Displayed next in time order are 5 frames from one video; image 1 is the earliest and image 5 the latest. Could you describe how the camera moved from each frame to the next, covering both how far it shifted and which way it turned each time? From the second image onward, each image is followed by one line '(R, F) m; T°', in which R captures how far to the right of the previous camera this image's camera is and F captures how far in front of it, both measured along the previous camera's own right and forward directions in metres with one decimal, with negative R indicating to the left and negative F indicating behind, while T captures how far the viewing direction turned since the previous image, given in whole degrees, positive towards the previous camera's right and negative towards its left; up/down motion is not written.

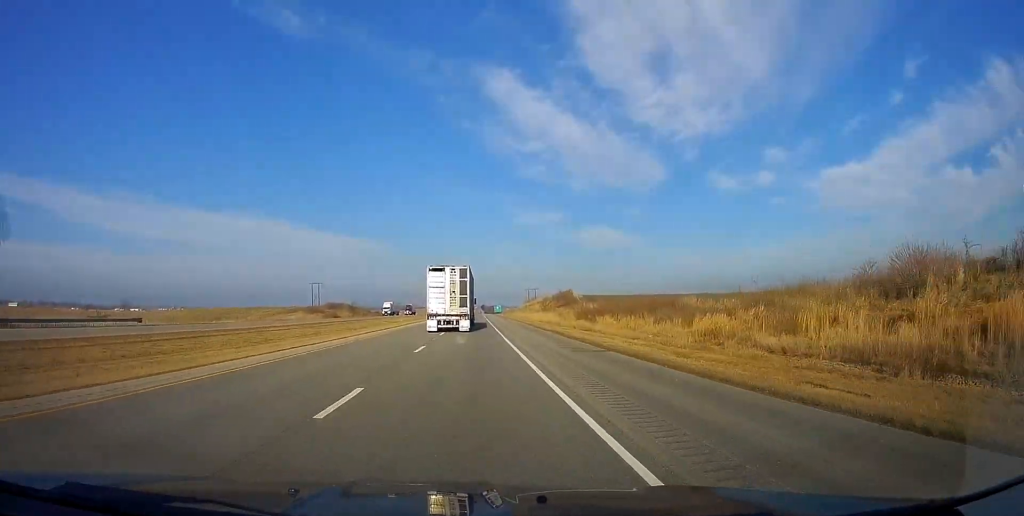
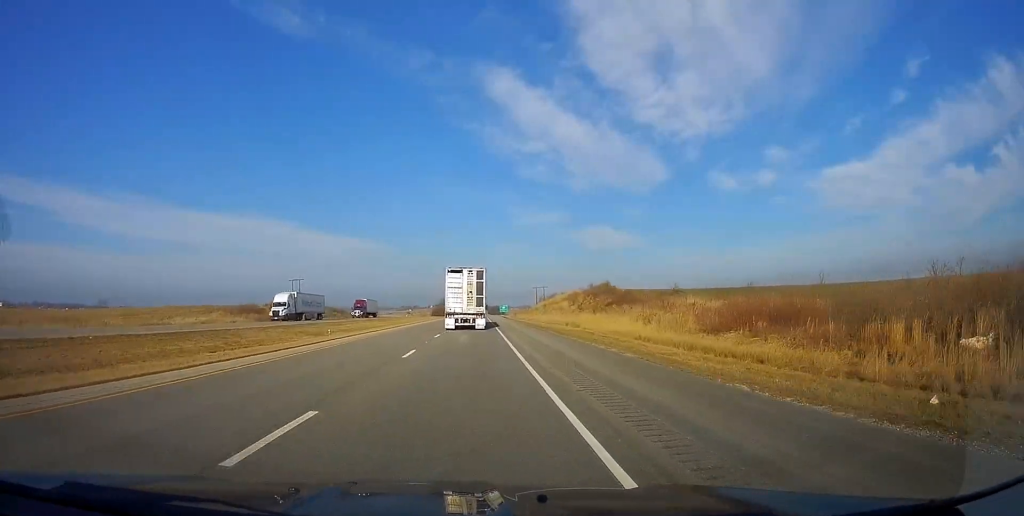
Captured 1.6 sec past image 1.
(+0.3, +53.6) m; 0°
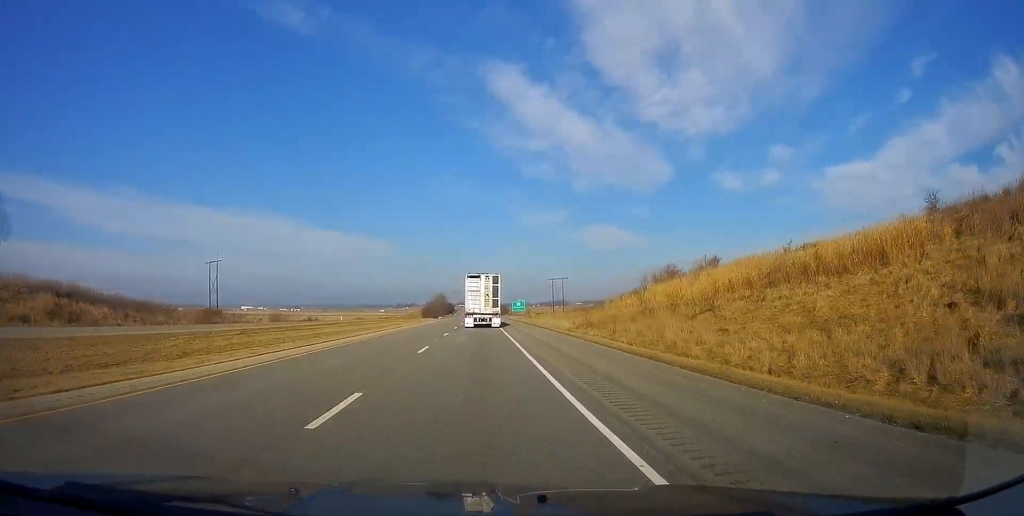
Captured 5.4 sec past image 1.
(-1.2, +124.7) m; -1°
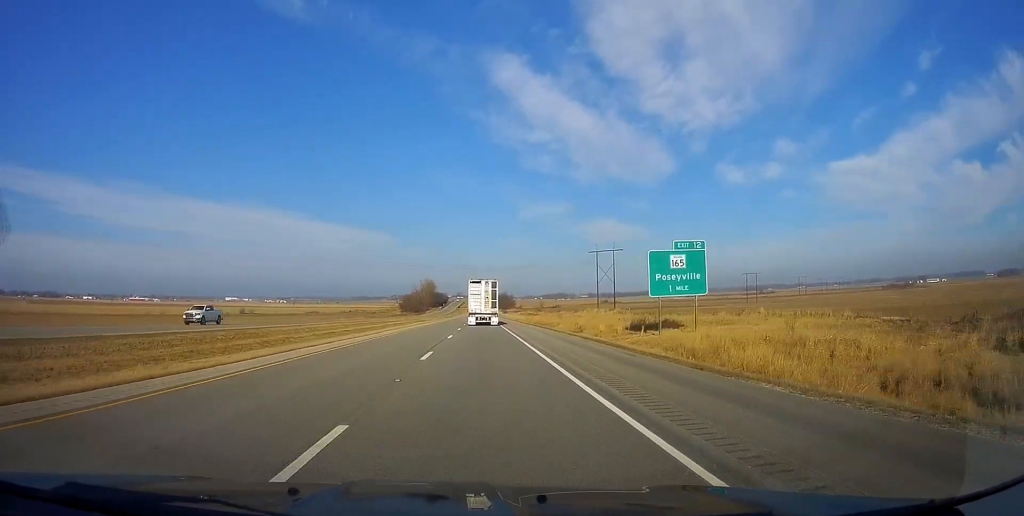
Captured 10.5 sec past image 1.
(+0.9, +166.5) m; 0°
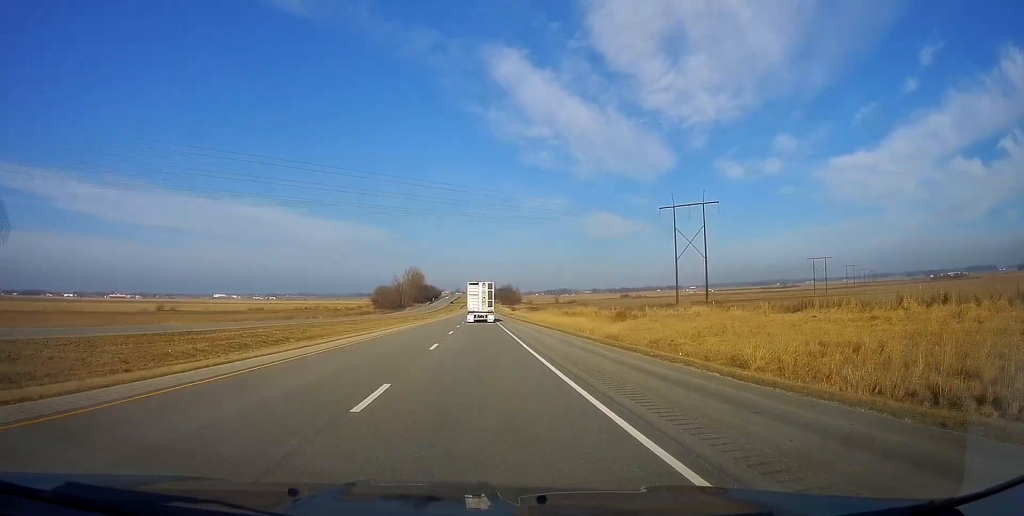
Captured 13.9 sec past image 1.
(+0.1, +111.6) m; 0°
